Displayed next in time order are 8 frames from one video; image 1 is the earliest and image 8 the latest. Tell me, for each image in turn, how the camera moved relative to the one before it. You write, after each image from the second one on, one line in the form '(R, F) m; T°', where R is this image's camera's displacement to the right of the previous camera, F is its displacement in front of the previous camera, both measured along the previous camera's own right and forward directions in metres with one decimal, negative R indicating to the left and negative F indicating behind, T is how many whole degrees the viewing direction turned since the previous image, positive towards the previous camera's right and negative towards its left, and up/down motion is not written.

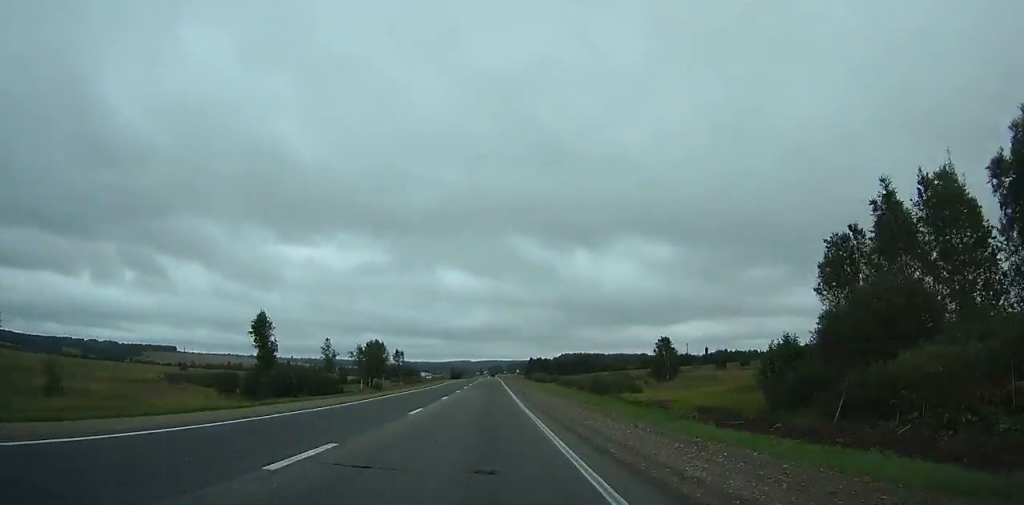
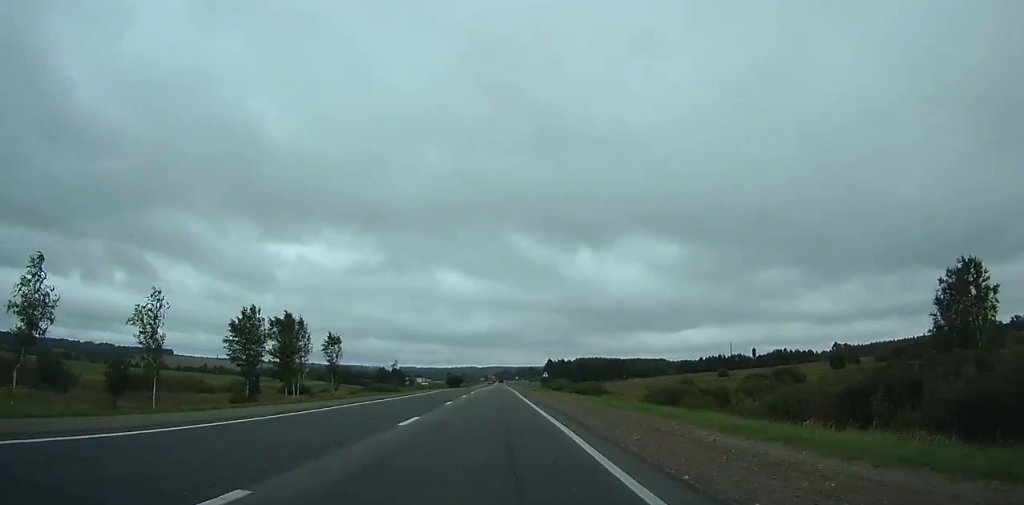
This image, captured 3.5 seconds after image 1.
(+0.1, +75.5) m; 0°
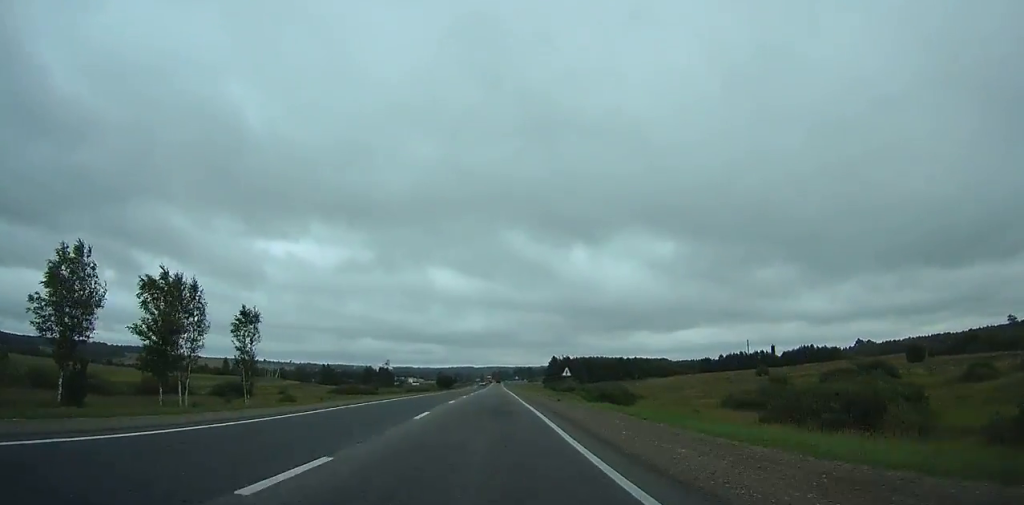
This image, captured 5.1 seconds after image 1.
(-0.1, +34.2) m; 0°
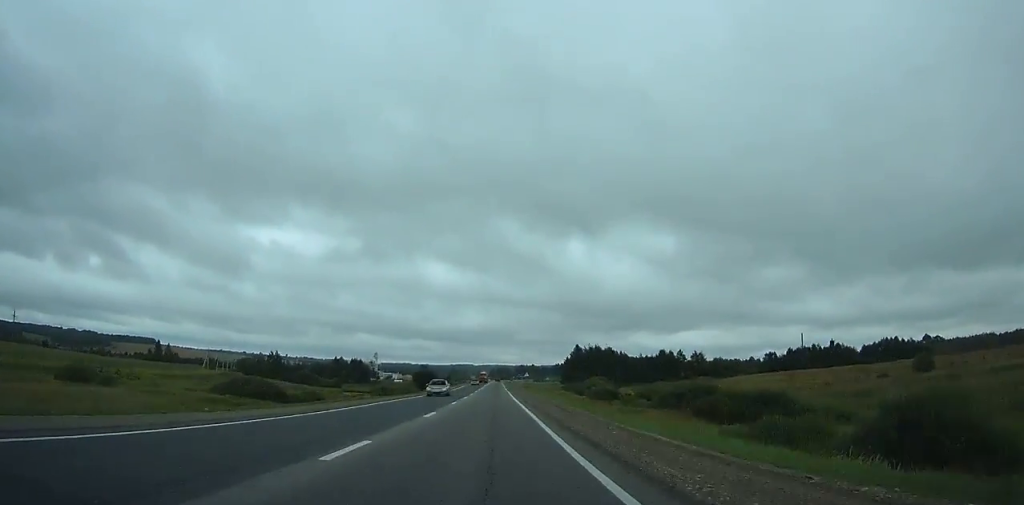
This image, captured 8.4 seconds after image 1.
(-0.1, +69.8) m; 0°
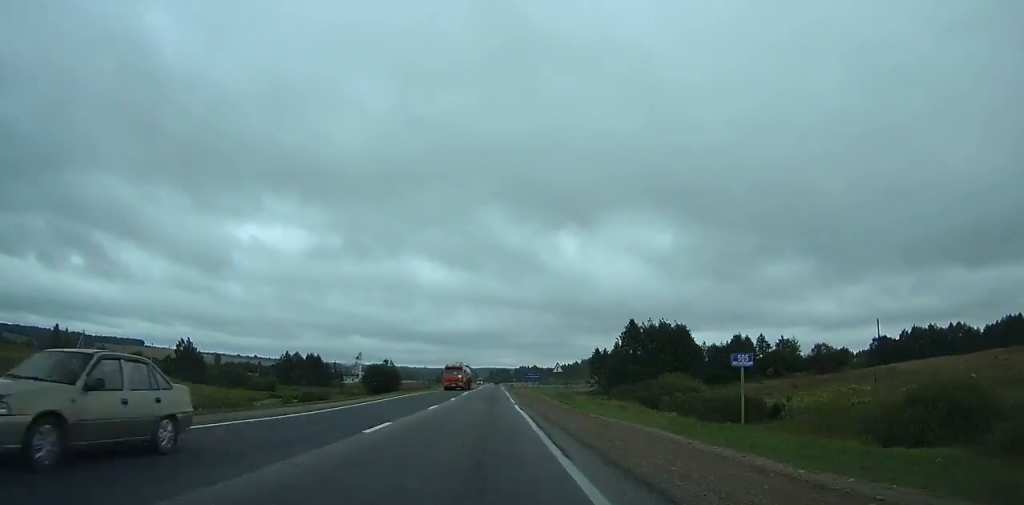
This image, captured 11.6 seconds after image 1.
(+0.2, +67.1) m; 0°
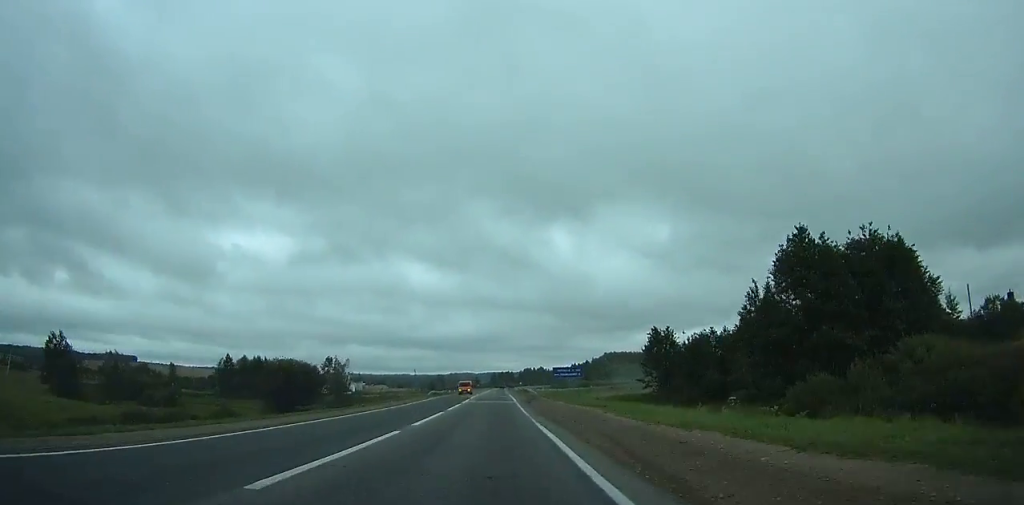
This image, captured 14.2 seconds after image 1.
(-0.1, +54.0) m; 0°
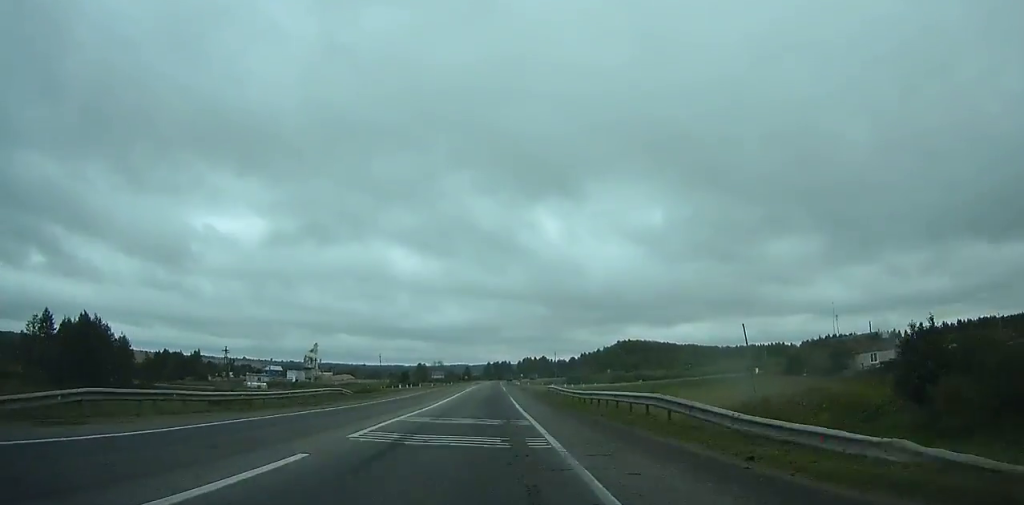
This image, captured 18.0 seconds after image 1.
(+0.1, +78.0) m; 0°
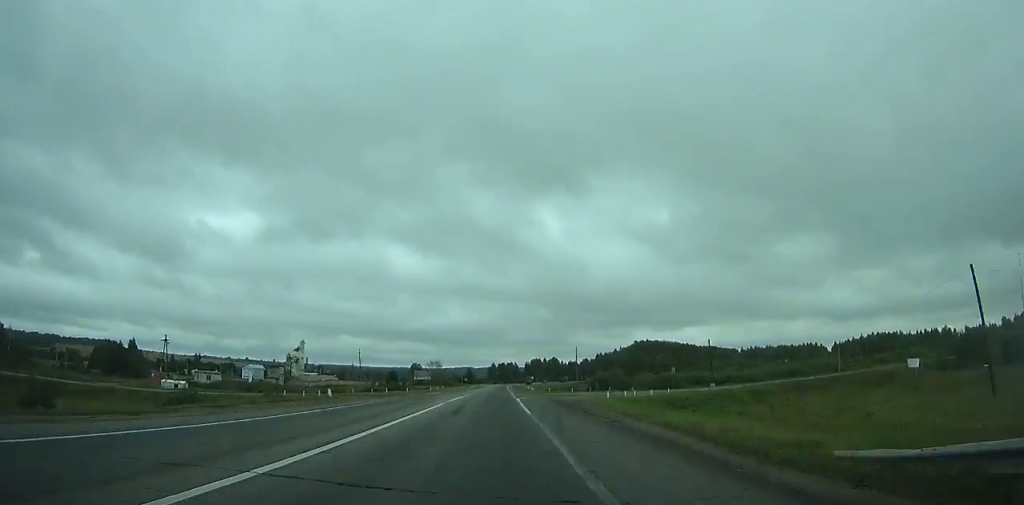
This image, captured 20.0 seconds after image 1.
(+0.1, +40.6) m; 0°
